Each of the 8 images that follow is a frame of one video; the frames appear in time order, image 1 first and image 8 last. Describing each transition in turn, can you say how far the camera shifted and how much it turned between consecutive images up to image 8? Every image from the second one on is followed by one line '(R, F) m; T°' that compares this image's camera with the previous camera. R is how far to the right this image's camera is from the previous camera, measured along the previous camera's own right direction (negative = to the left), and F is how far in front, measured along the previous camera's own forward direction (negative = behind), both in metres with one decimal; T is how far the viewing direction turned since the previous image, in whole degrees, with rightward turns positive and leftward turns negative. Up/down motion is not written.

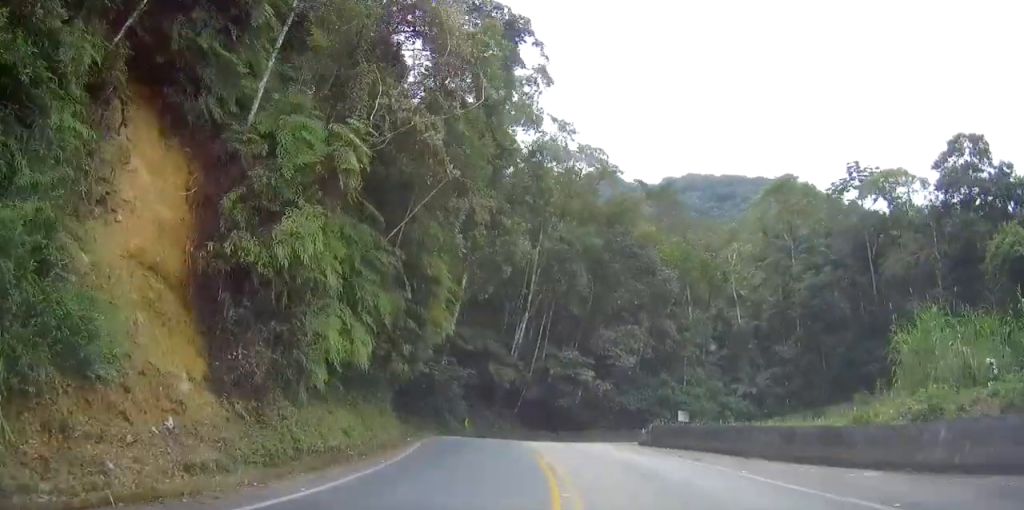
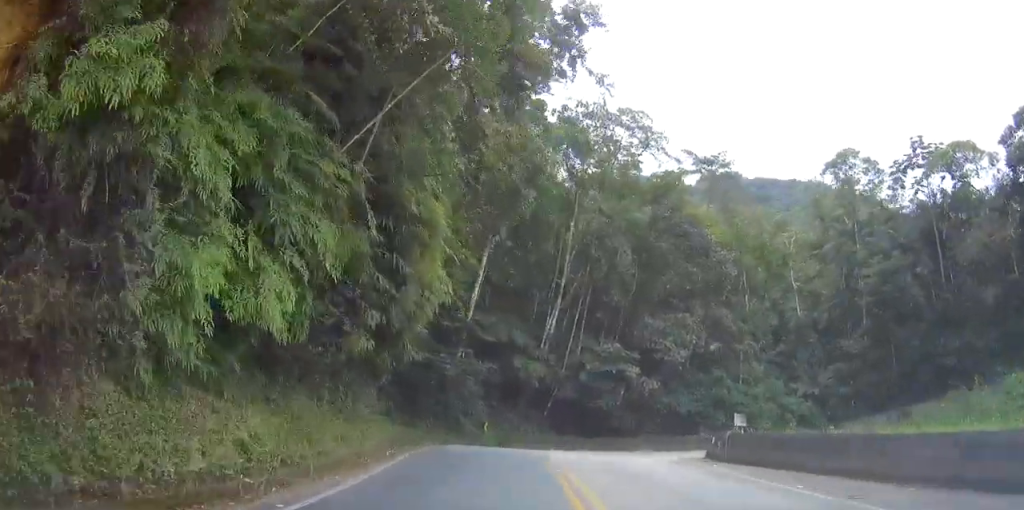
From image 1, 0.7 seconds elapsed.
(+0.3, +8.6) m; +2°
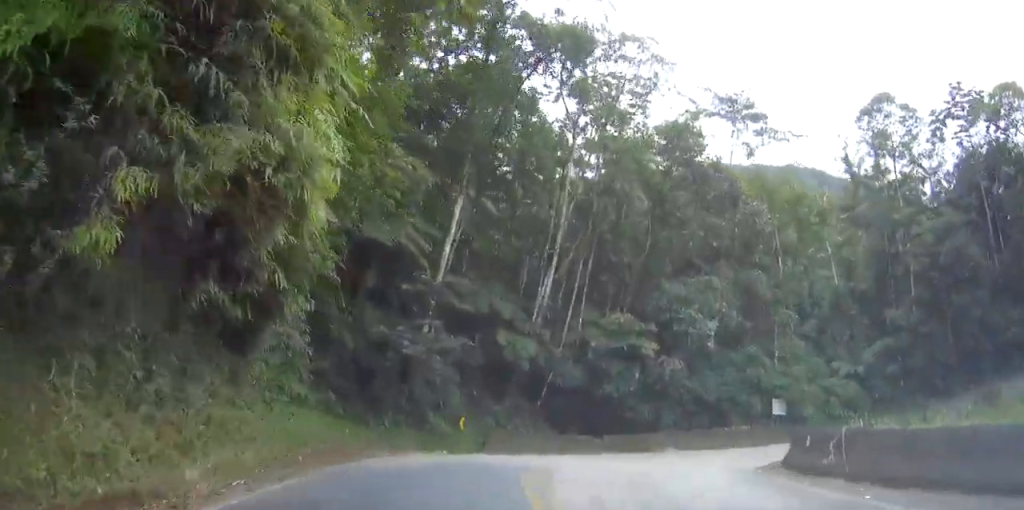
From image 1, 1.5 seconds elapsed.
(+0.1, +9.8) m; +1°
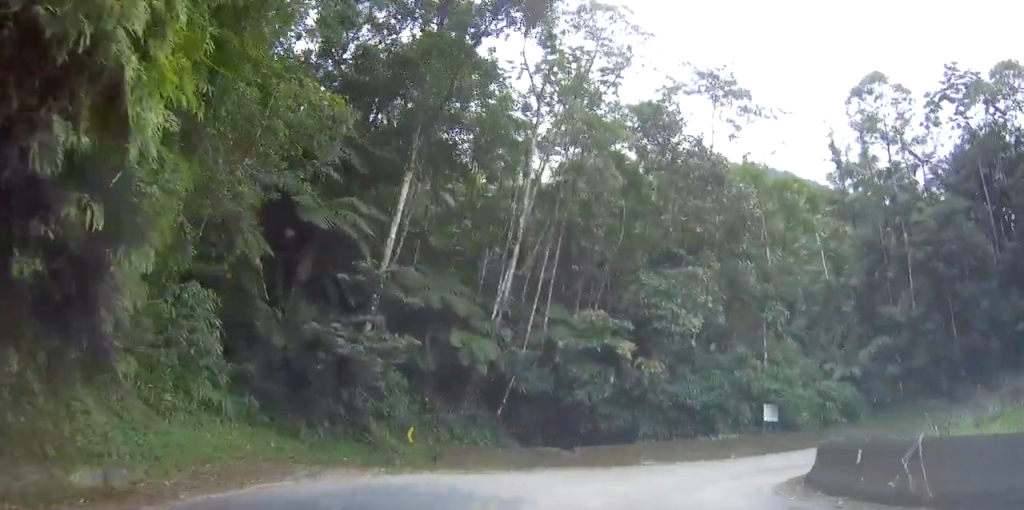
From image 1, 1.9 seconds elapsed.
(0.0, +4.5) m; 0°
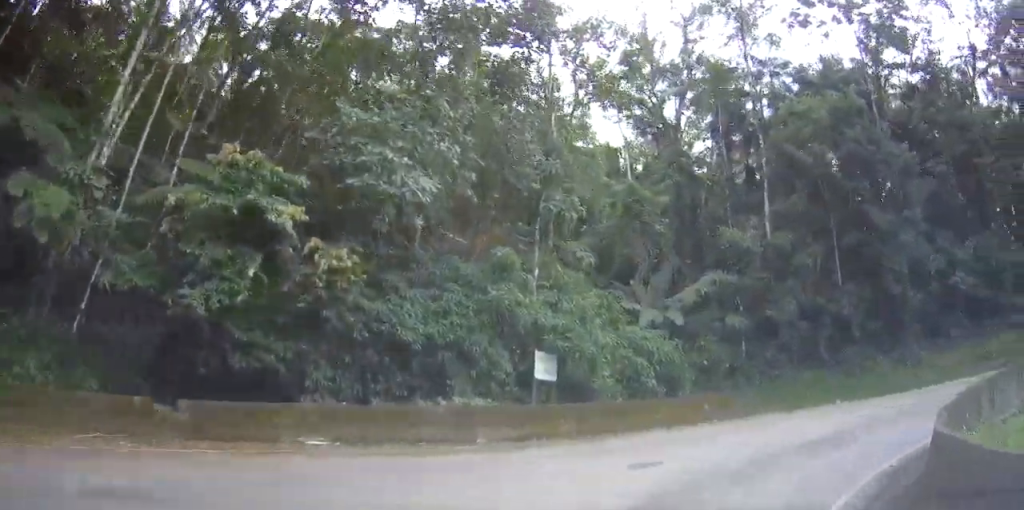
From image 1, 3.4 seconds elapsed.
(0.0, +12.0) m; +8°
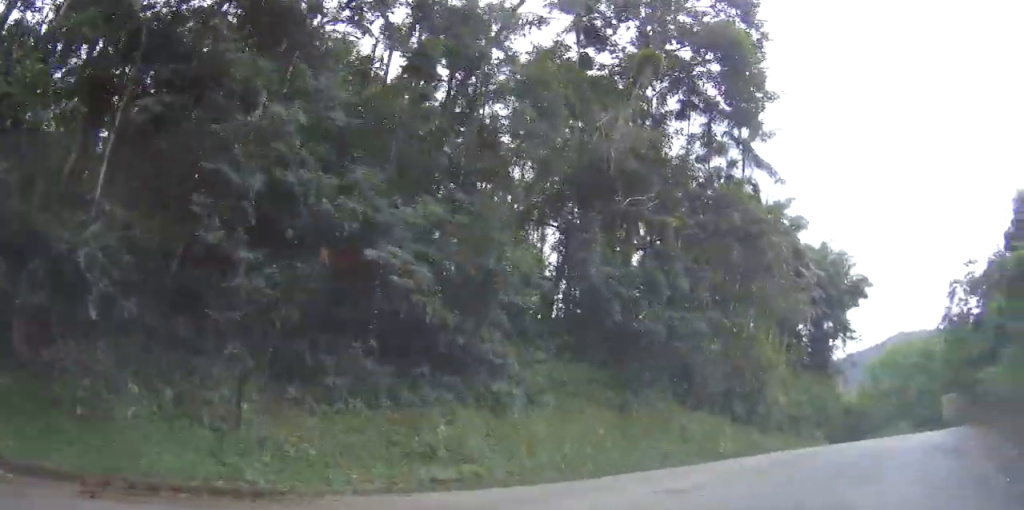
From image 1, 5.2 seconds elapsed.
(+4.6, +9.4) m; +66°
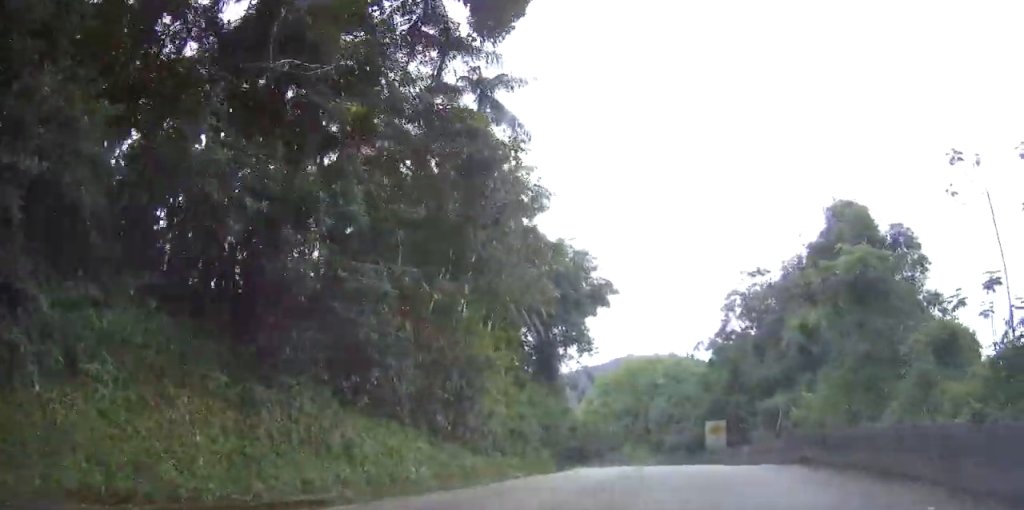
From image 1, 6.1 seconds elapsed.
(+1.6, +7.2) m; +13°
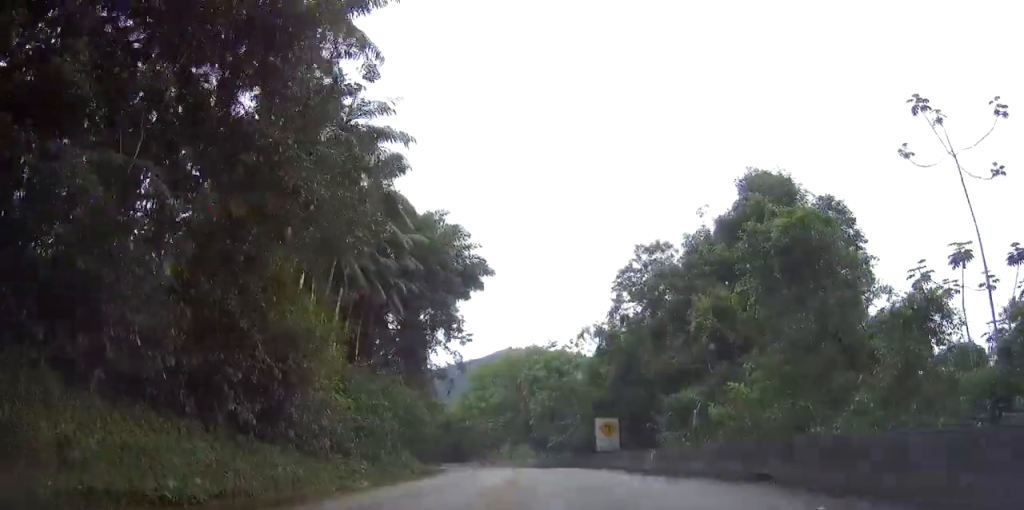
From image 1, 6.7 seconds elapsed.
(0.0, +5.7) m; +3°
